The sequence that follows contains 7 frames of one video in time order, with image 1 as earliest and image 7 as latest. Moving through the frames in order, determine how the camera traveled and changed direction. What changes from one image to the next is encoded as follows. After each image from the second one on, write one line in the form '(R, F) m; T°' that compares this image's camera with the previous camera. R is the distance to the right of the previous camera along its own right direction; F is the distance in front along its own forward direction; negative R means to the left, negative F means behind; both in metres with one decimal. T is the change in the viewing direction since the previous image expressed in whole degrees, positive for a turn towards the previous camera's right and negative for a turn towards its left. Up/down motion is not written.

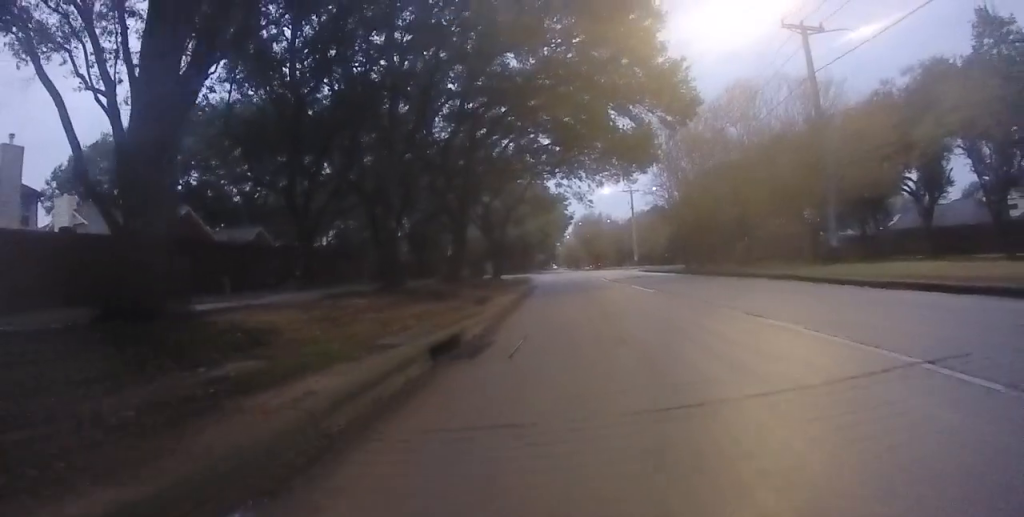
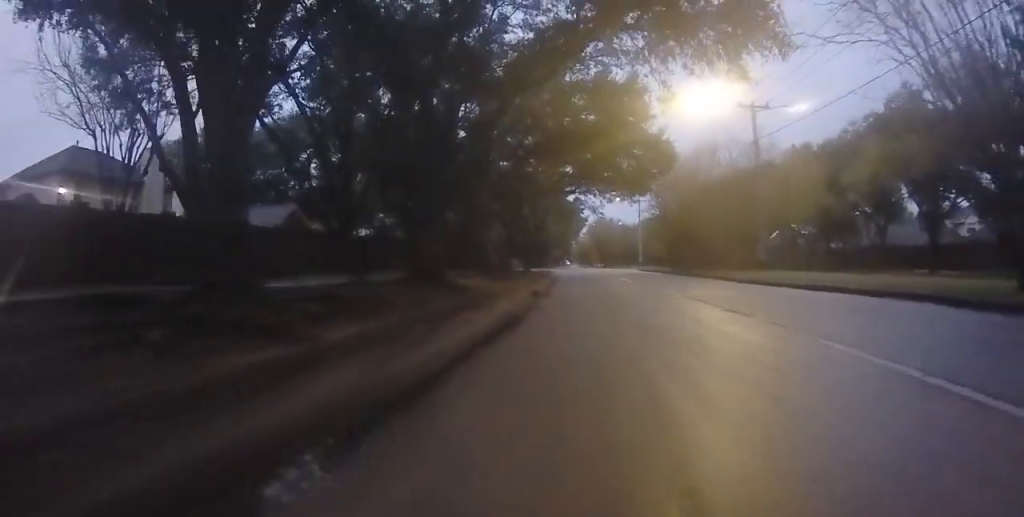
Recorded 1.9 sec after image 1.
(+1.2, +11.2) m; +3°
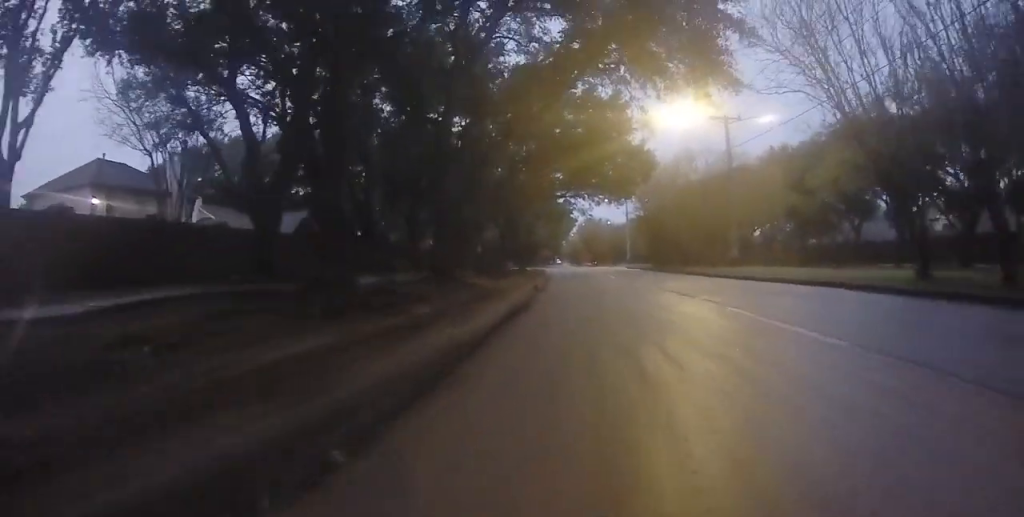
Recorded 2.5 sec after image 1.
(-0.1, +3.8) m; -3°
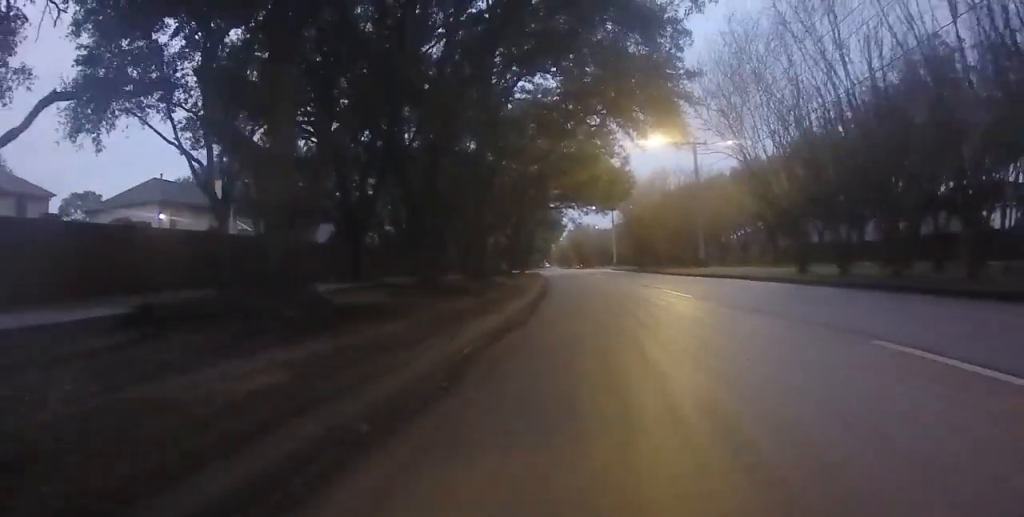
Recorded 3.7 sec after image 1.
(-0.6, +7.9) m; -6°
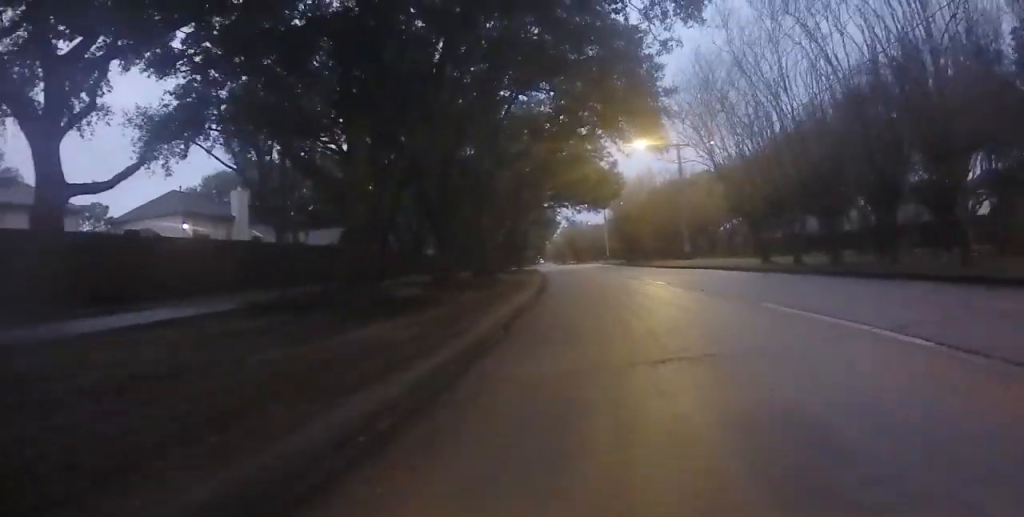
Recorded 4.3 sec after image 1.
(-0.1, +3.8) m; 0°
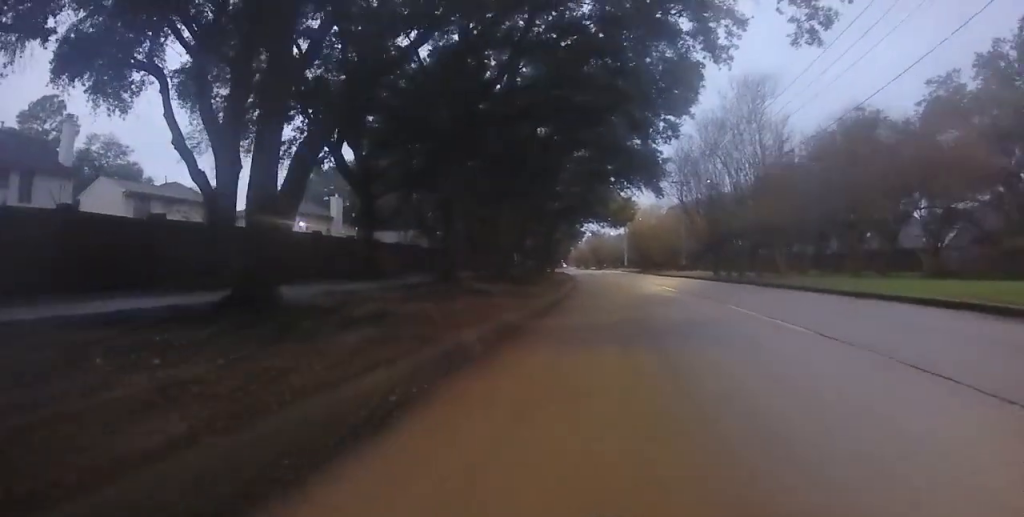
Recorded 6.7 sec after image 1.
(+2.2, +16.5) m; +11°
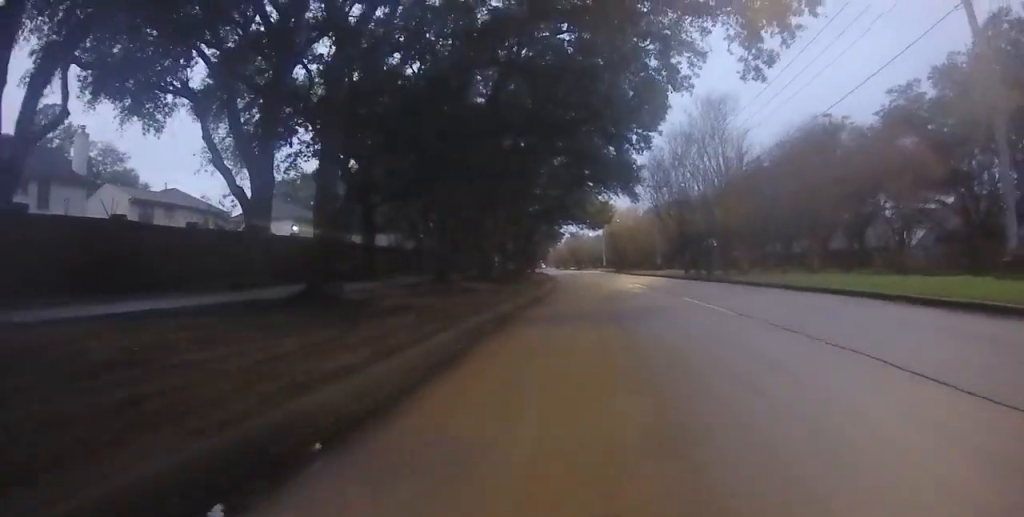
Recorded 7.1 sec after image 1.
(-0.1, +3.0) m; 0°
